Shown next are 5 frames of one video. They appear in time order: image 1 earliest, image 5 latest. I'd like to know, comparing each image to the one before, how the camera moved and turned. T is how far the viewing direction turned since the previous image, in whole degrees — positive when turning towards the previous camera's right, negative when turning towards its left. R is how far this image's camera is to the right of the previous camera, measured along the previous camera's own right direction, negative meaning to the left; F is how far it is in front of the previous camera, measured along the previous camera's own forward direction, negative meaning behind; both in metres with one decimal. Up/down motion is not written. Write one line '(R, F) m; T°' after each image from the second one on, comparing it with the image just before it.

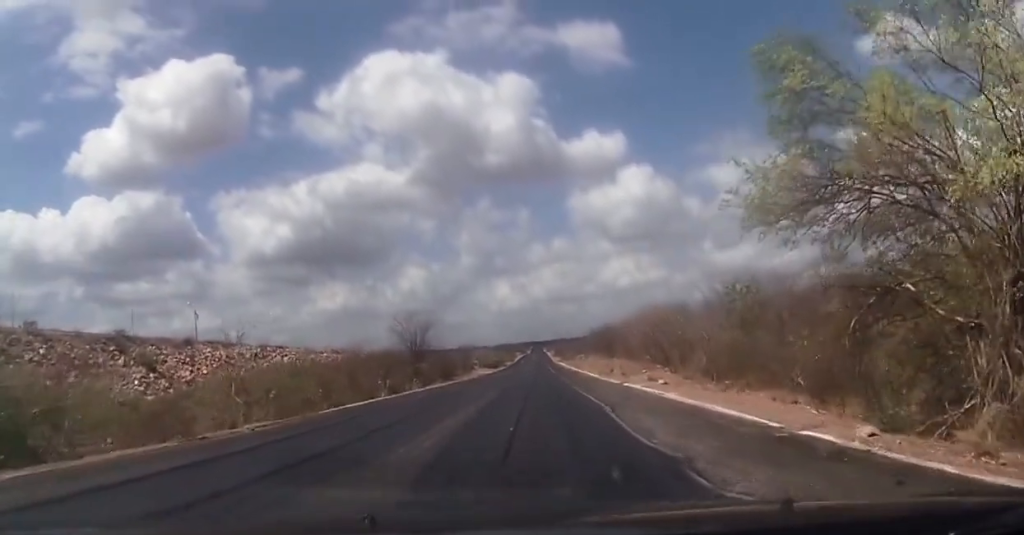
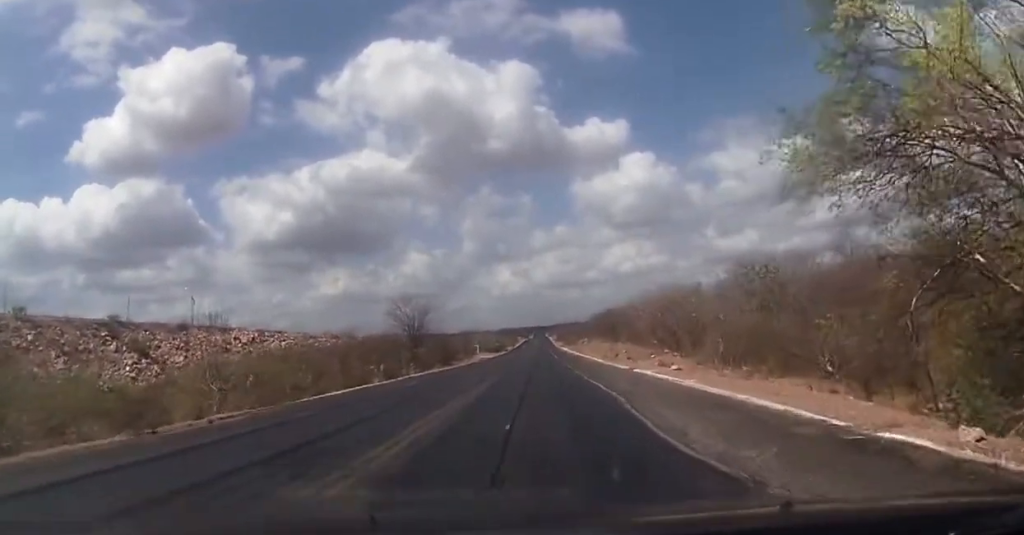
(0.0, +2.8) m; +1°
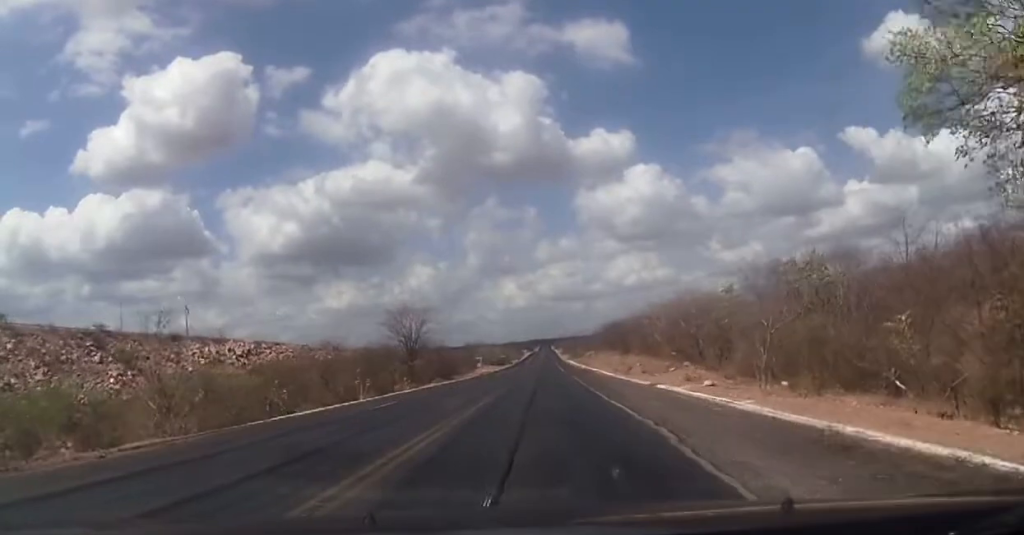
(+0.1, +4.5) m; +1°
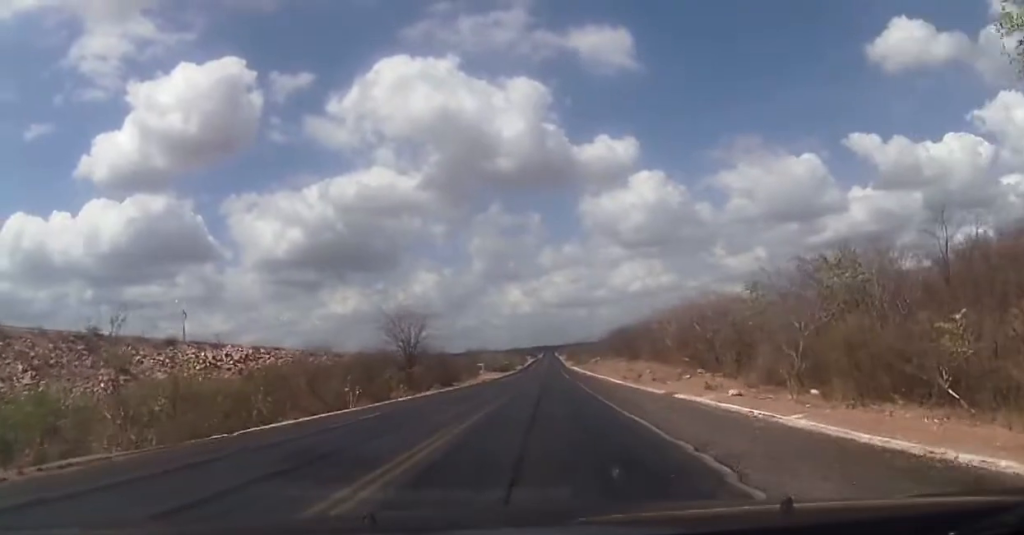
(+0.1, +2.1) m; 0°
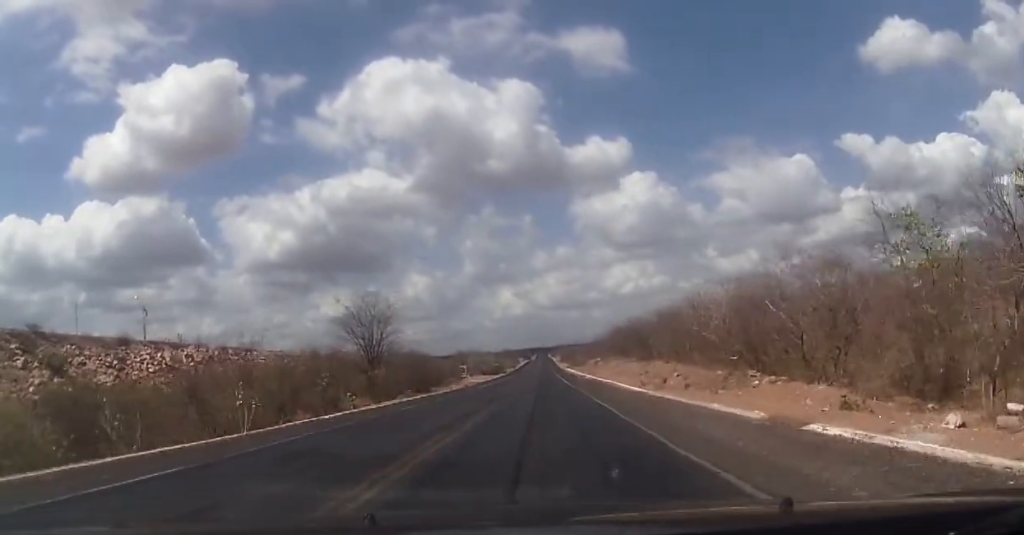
(-0.4, +9.1) m; -1°
